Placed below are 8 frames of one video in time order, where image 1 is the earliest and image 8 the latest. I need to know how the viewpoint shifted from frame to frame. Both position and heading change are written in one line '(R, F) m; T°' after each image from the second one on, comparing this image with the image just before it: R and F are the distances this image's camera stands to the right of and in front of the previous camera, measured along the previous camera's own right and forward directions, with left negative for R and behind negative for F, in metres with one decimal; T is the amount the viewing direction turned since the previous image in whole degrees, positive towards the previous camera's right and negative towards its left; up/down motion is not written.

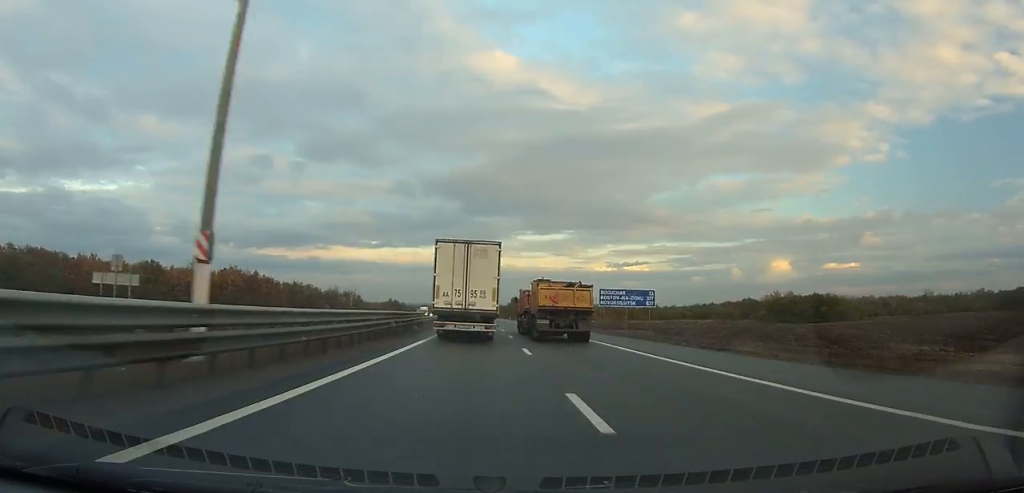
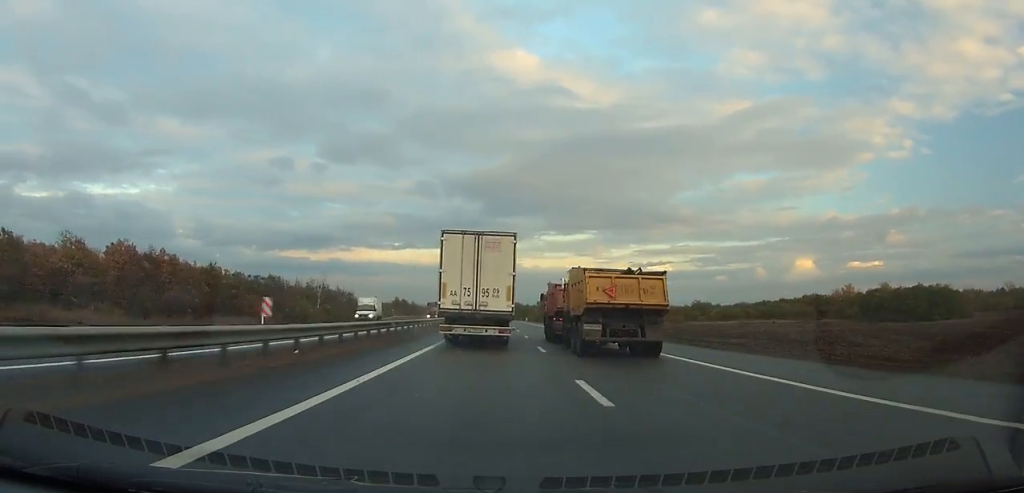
(-0.5, +59.1) m; -1°
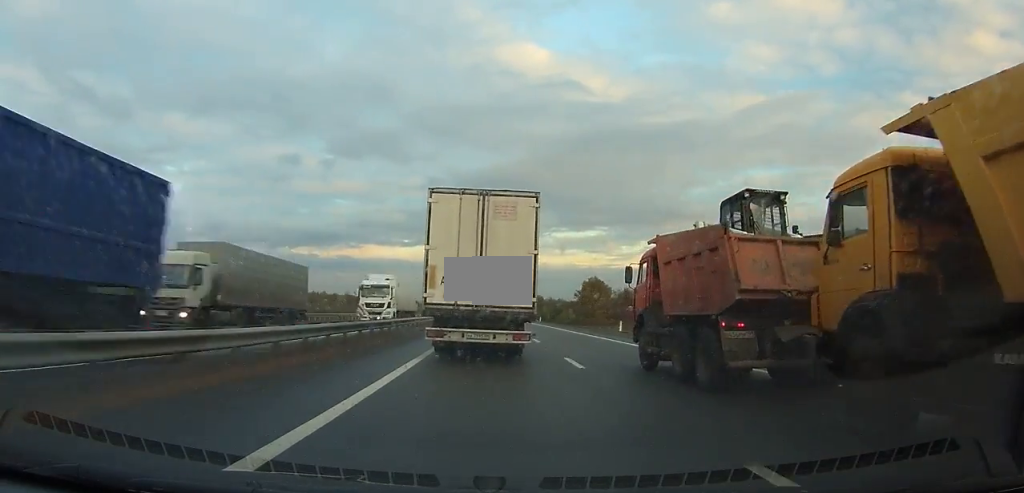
(-2.1, +100.2) m; -2°
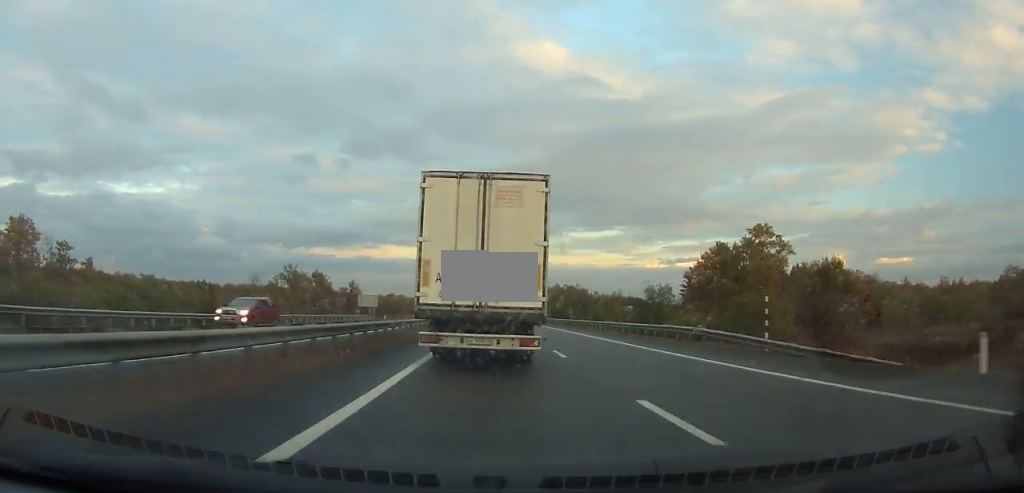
(-0.9, +92.2) m; -1°
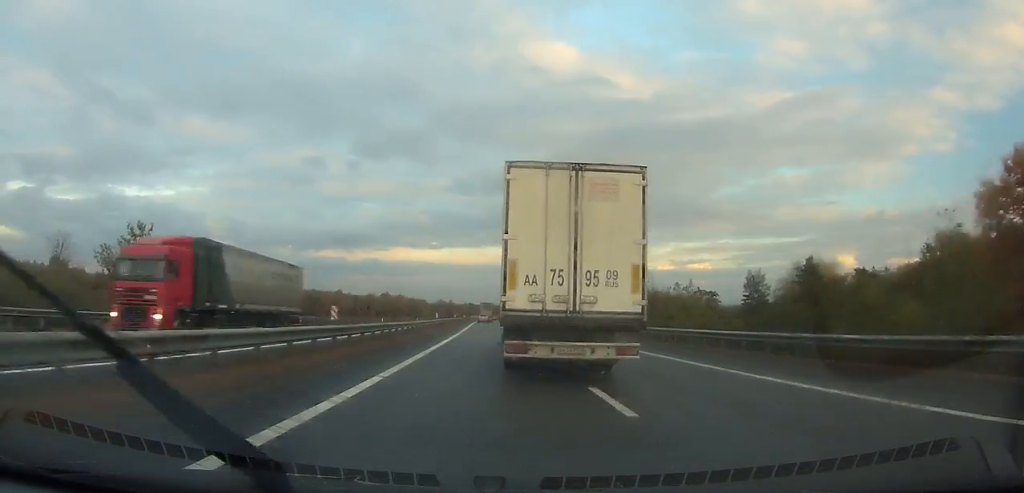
(-0.4, +59.0) m; -1°
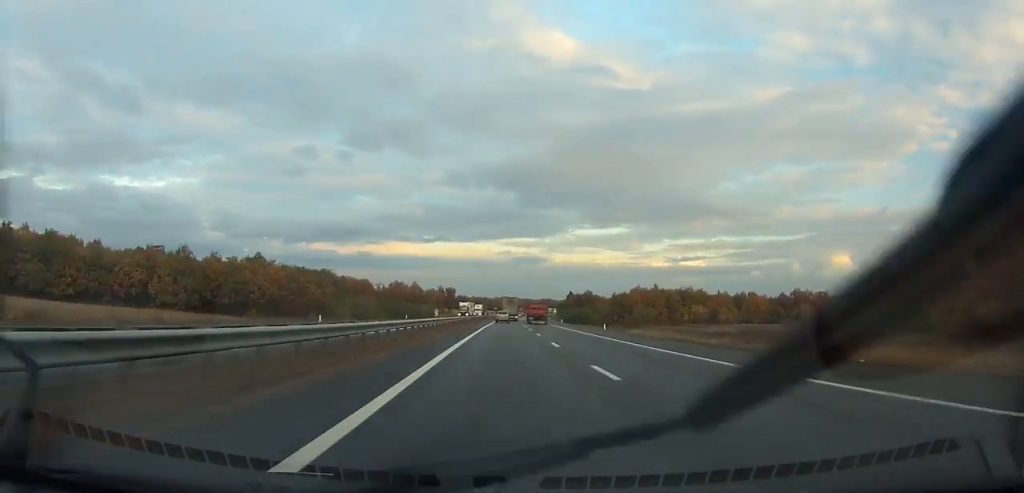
(-2.0, +188.5) m; +1°
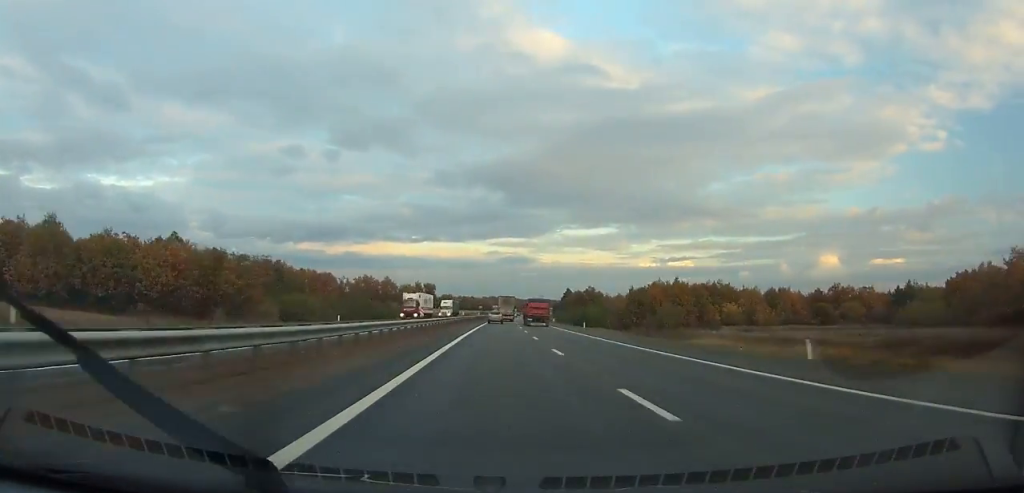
(+0.3, +37.8) m; +1°
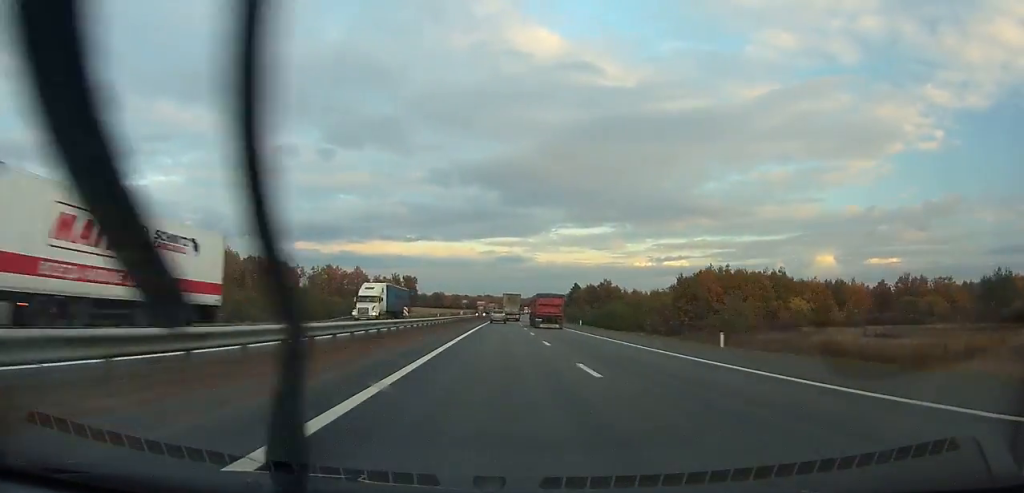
(+0.1, +40.9) m; +1°
